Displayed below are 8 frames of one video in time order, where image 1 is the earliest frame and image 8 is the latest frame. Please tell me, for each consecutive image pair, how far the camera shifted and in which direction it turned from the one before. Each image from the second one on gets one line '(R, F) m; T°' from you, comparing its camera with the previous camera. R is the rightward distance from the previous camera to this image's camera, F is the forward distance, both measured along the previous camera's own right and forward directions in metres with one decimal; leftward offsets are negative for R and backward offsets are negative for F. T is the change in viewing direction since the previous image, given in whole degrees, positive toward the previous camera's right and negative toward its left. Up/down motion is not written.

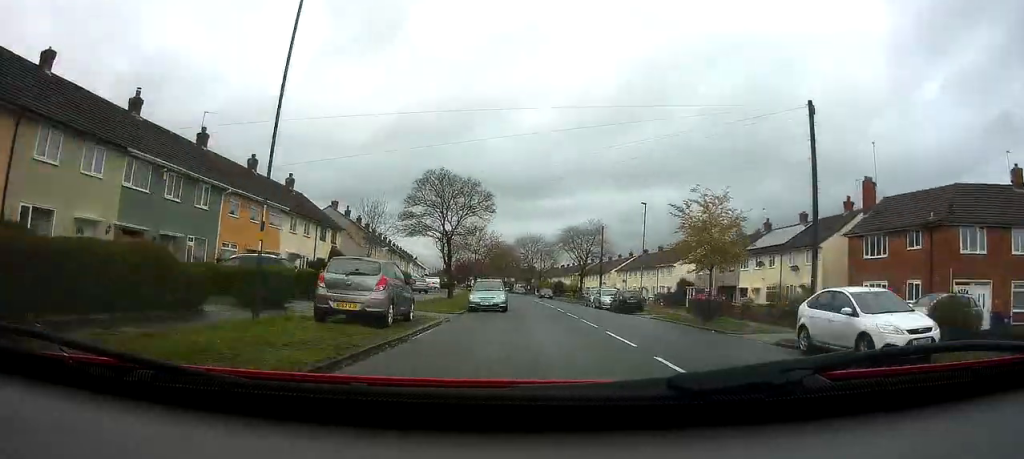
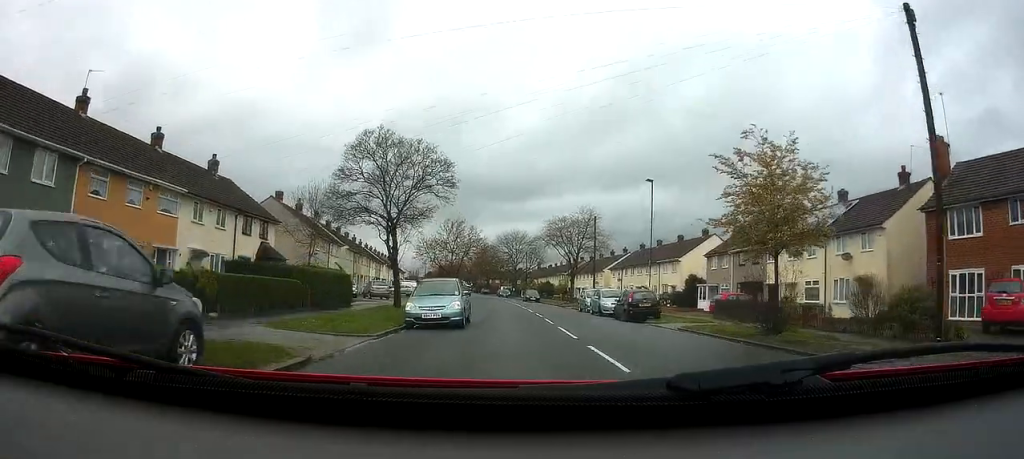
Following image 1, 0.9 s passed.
(+0.2, +9.3) m; -1°
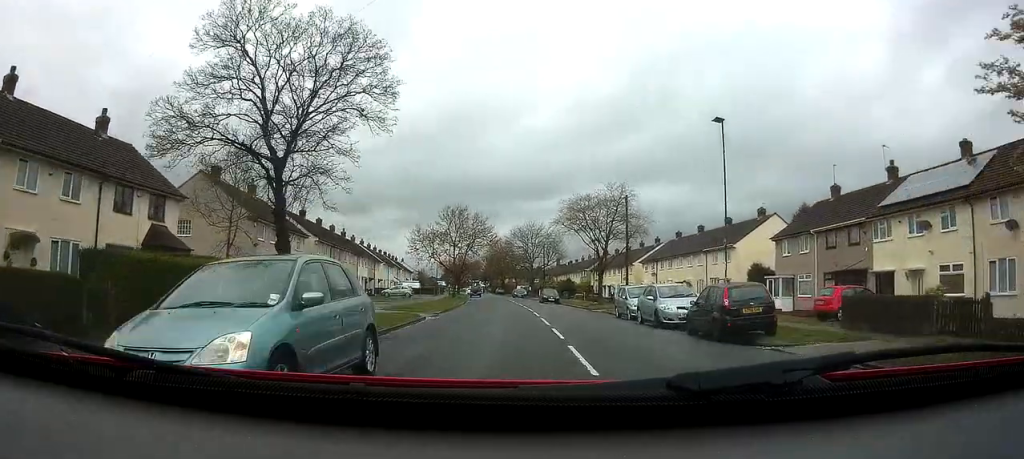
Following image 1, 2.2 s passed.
(-0.4, +12.4) m; -5°
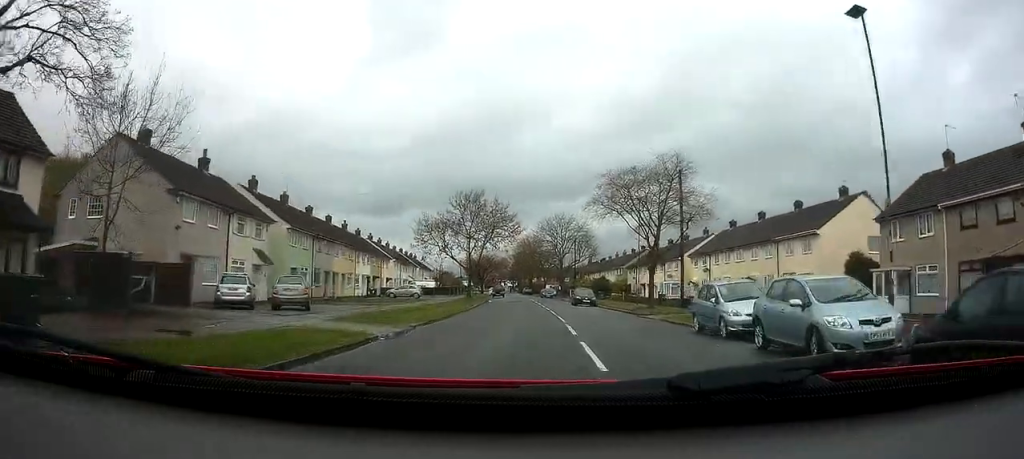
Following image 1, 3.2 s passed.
(-0.5, +10.5) m; -3°
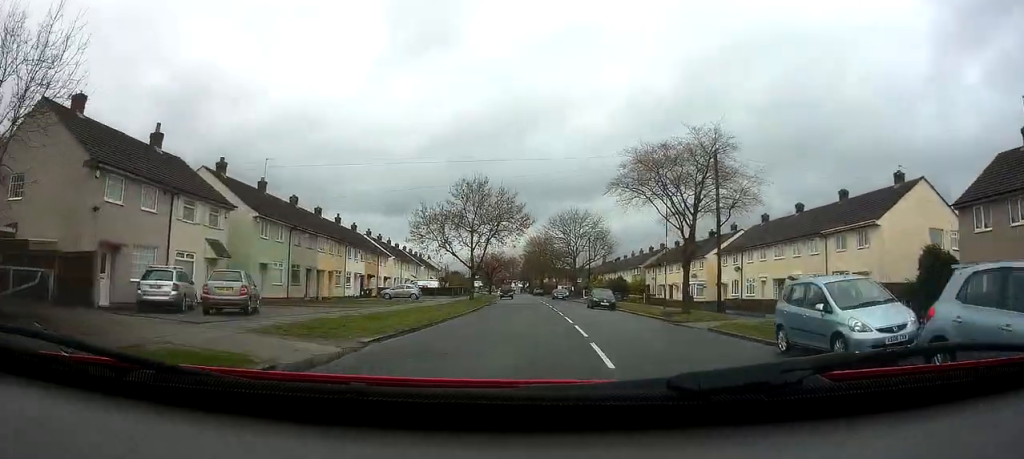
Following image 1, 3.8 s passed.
(0.0, +6.1) m; +1°
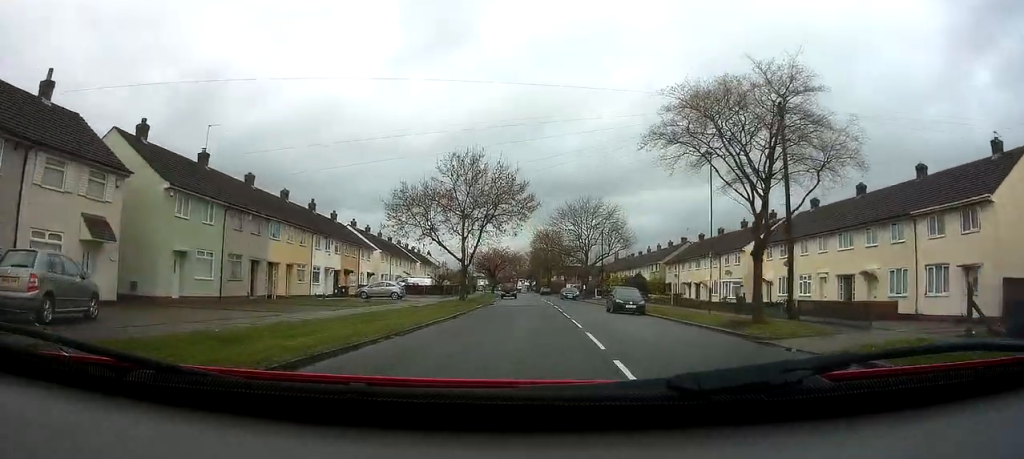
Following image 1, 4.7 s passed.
(+0.1, +9.2) m; +1°
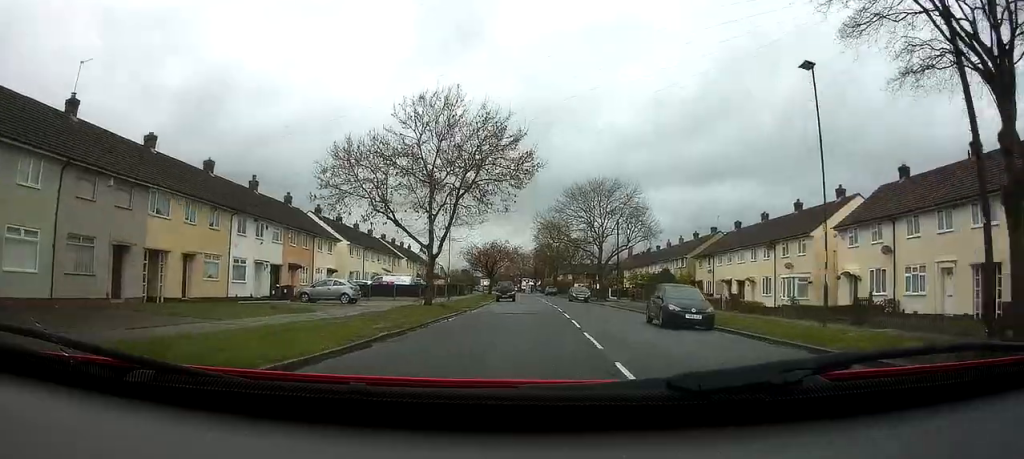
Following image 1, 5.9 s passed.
(0.0, +12.2) m; -1°
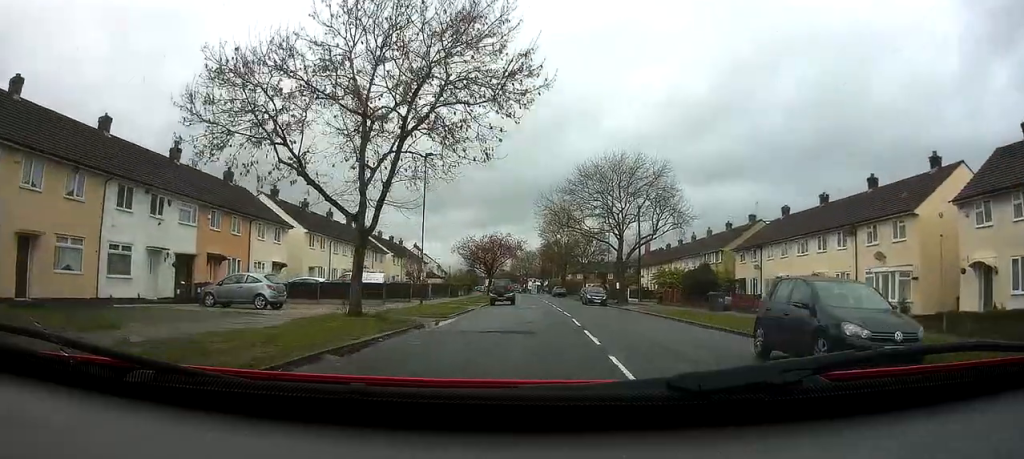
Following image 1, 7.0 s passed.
(-0.2, +10.8) m; -1°
